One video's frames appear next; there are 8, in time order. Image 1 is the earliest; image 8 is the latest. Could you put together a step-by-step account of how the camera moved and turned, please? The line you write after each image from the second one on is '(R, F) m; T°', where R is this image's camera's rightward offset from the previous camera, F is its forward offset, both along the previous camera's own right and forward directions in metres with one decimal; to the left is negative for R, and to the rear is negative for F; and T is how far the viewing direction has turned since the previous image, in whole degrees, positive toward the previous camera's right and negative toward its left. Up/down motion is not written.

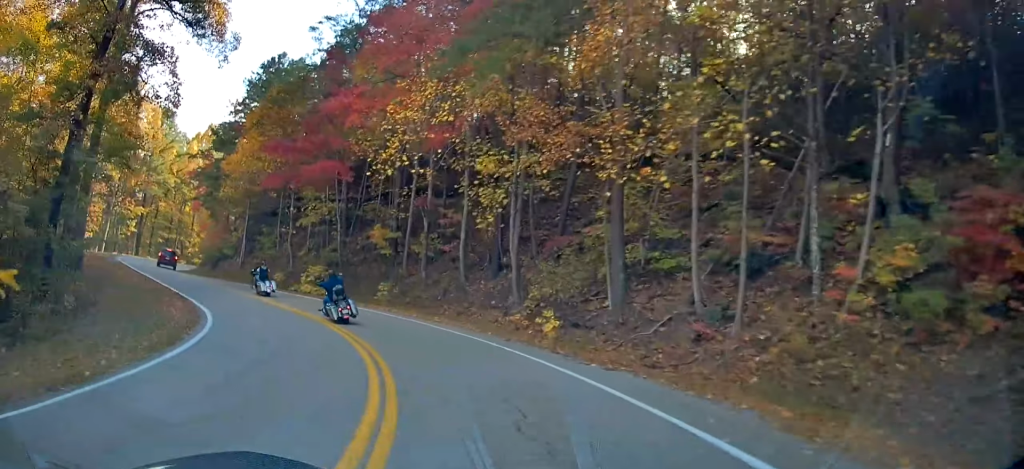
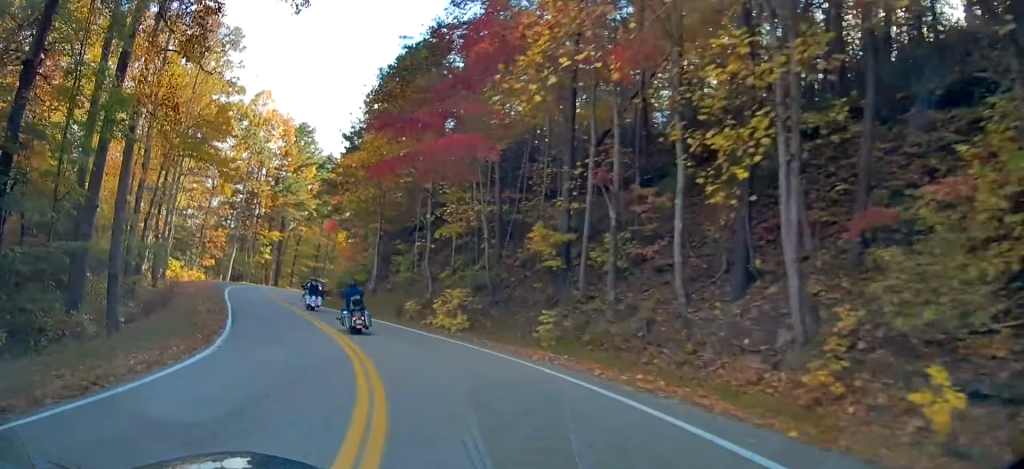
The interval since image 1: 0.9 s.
(-0.8, +11.5) m; -14°
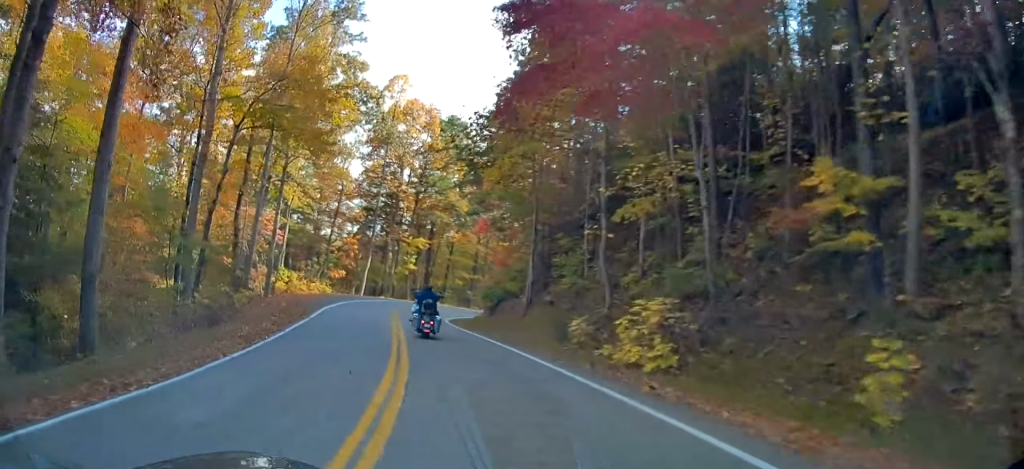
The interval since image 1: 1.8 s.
(-2.0, +10.6) m; -12°
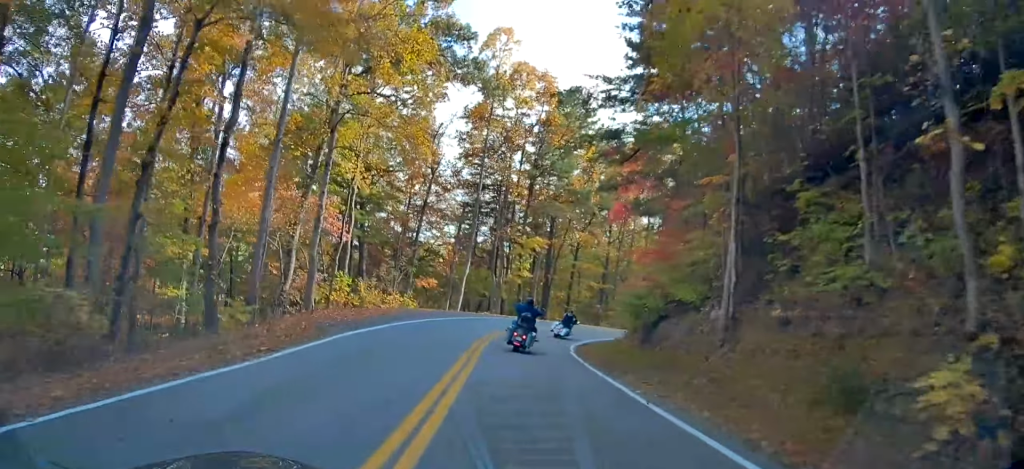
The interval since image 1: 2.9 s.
(-1.1, +13.5) m; -5°
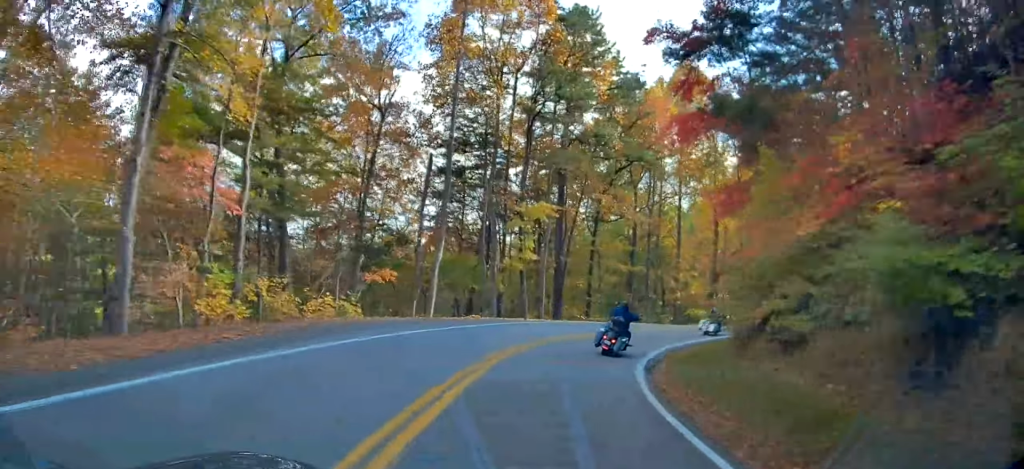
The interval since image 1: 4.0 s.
(-0.1, +15.0) m; 0°
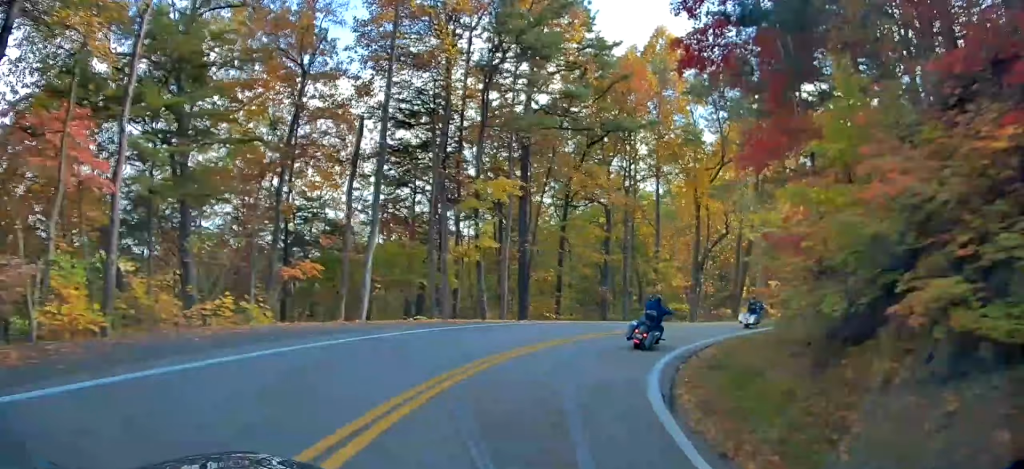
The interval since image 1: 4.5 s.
(-0.1, +6.1) m; +3°
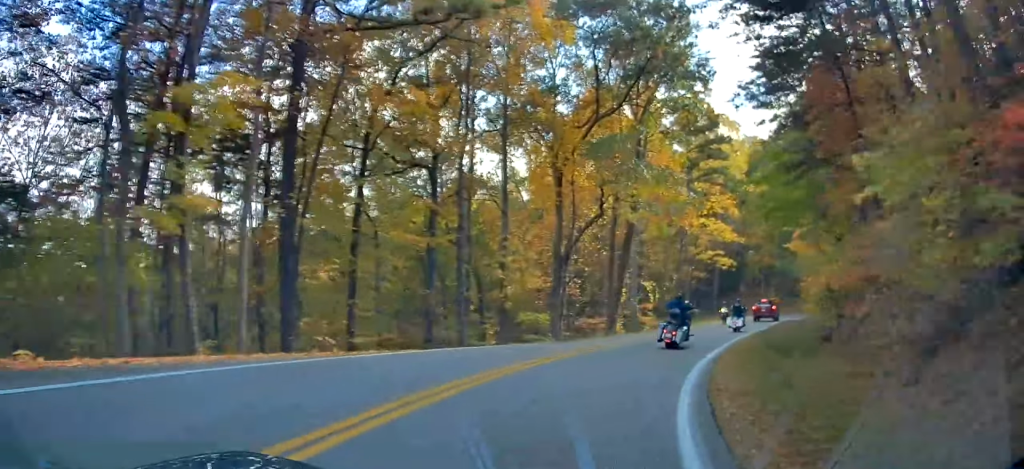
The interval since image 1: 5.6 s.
(+1.2, +14.7) m; +14°
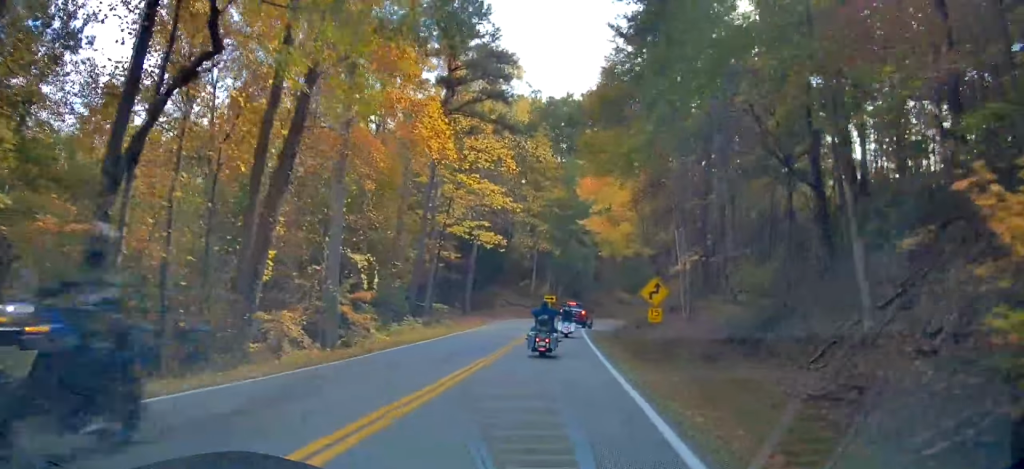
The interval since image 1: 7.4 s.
(+5.3, +23.2) m; +18°
